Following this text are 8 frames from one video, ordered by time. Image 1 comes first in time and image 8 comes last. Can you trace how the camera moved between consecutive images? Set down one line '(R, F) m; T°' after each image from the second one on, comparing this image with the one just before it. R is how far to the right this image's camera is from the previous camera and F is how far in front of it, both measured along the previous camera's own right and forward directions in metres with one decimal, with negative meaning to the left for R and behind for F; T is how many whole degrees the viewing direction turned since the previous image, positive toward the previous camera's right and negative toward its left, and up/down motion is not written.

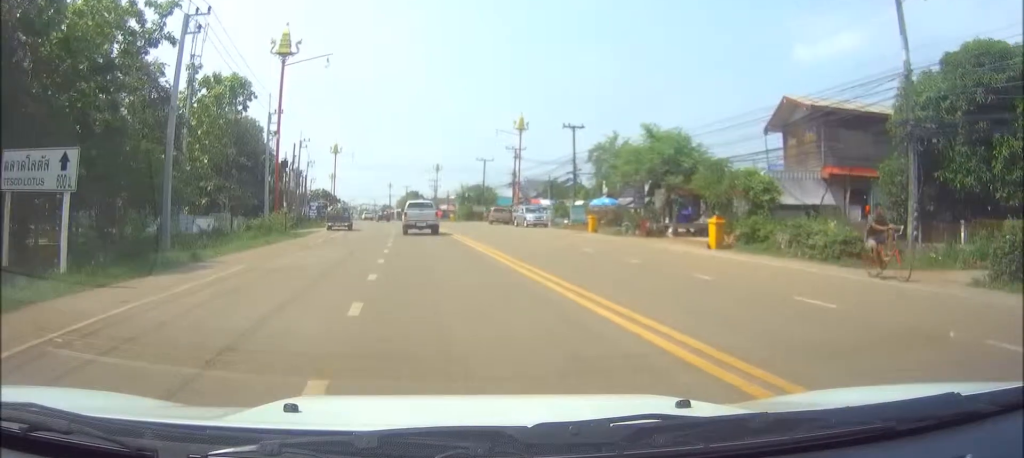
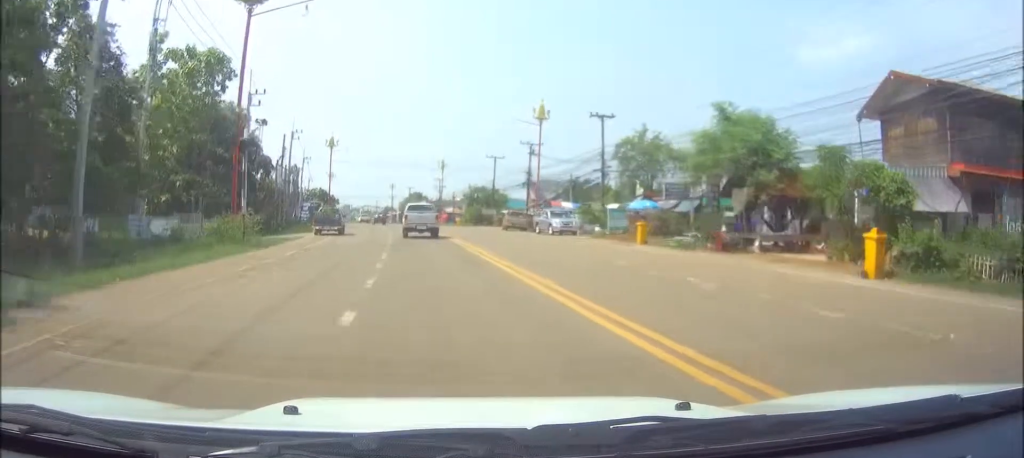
(0.0, +8.8) m; 0°
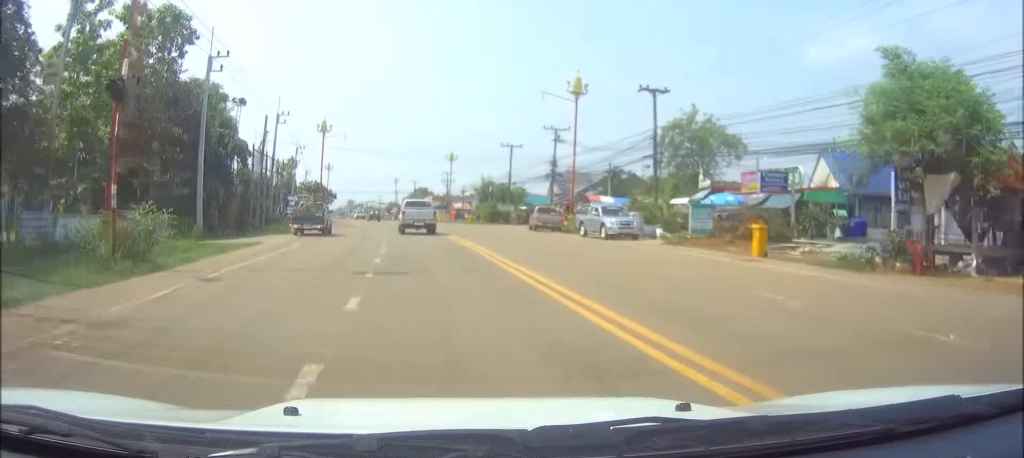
(-0.1, +11.3) m; 0°
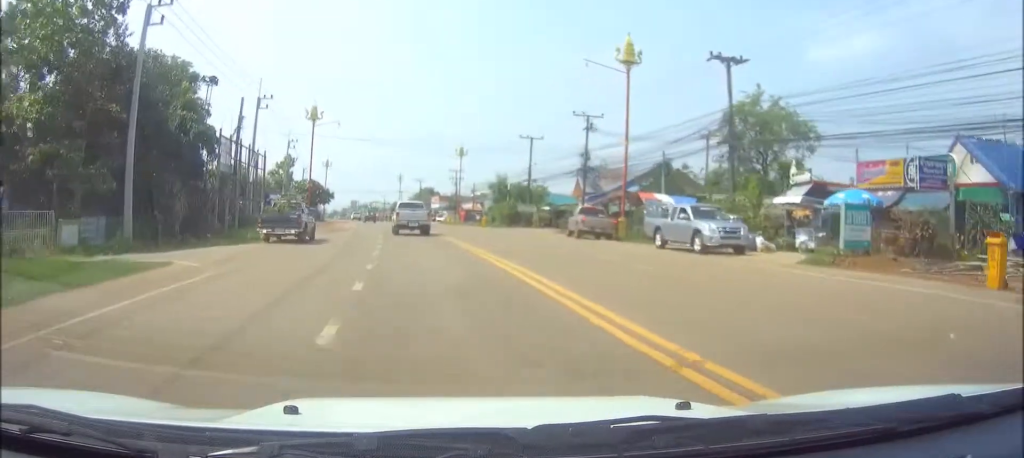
(0.0, +10.7) m; -1°
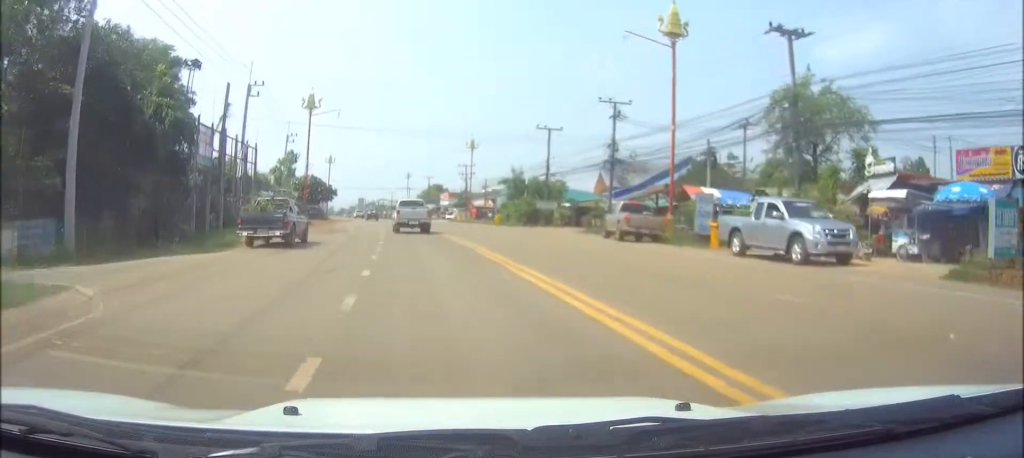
(-0.1, +5.9) m; 0°
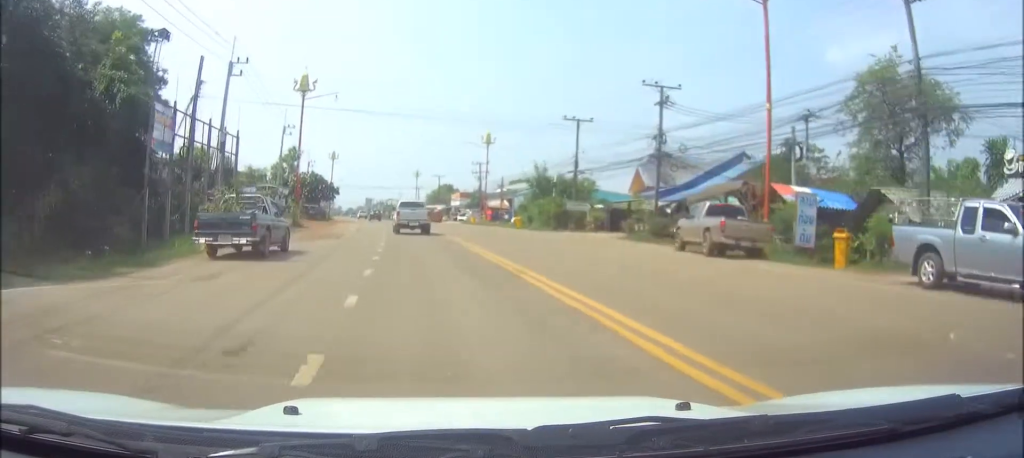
(-0.1, +8.4) m; -1°
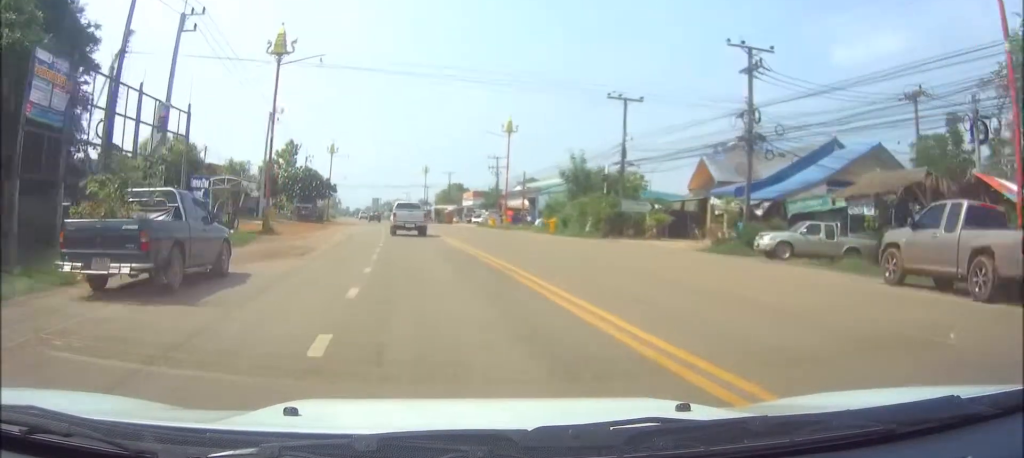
(0.0, +11.5) m; -1°
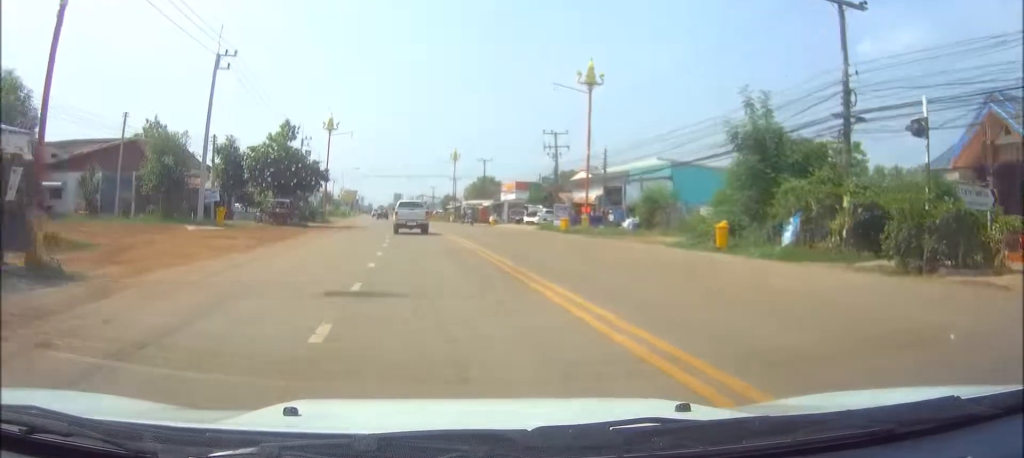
(-0.4, +25.2) m; -1°
